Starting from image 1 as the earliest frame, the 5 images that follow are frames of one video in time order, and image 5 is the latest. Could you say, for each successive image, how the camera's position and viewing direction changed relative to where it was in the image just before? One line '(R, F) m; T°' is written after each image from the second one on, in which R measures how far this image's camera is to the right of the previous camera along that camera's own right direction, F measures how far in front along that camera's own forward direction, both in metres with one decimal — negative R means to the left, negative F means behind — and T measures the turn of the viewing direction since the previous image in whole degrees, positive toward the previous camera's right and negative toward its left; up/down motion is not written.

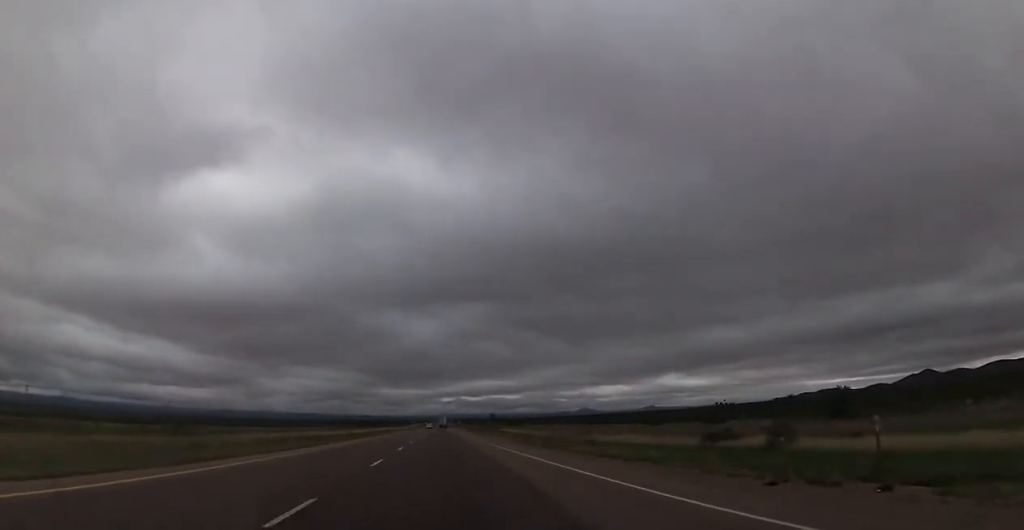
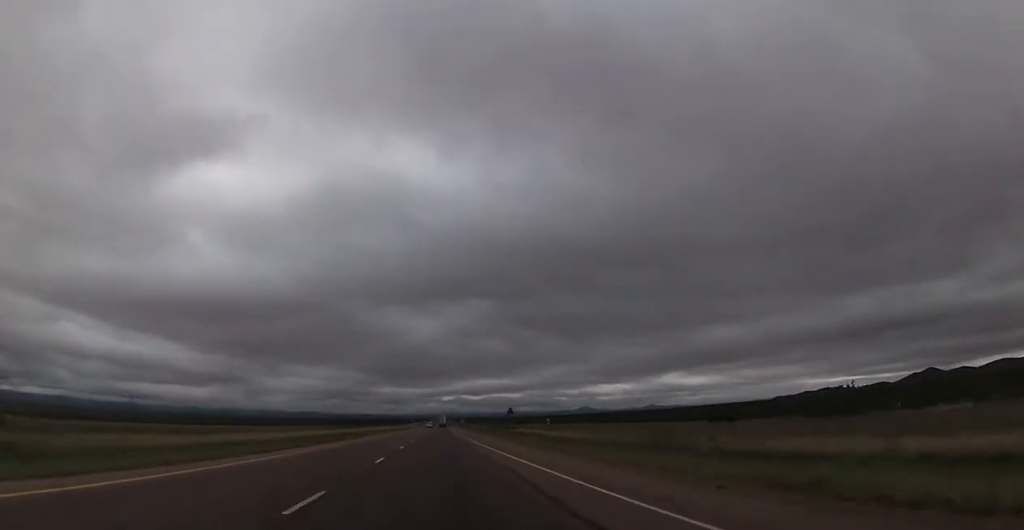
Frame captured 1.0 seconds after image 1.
(+0.5, +35.3) m; +1°
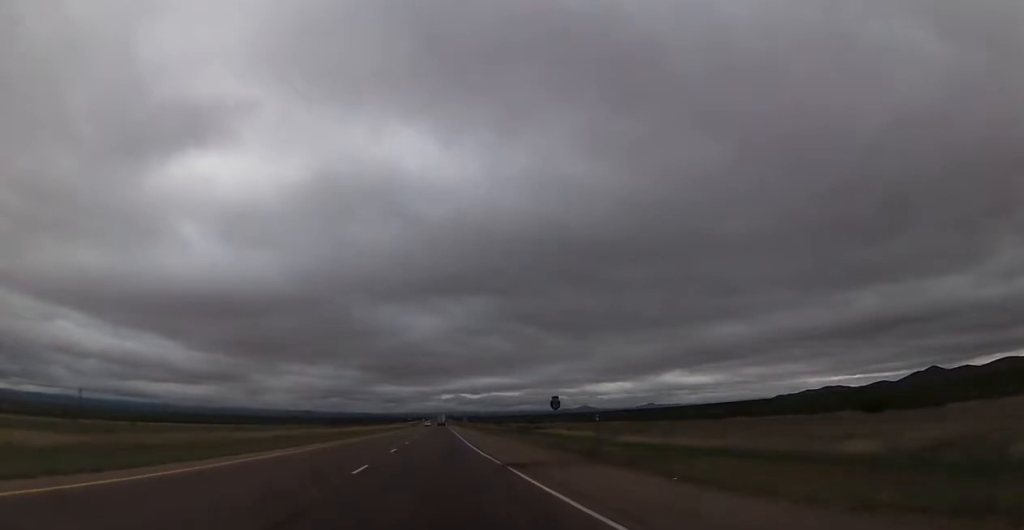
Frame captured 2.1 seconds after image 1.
(0.0, +41.6) m; 0°
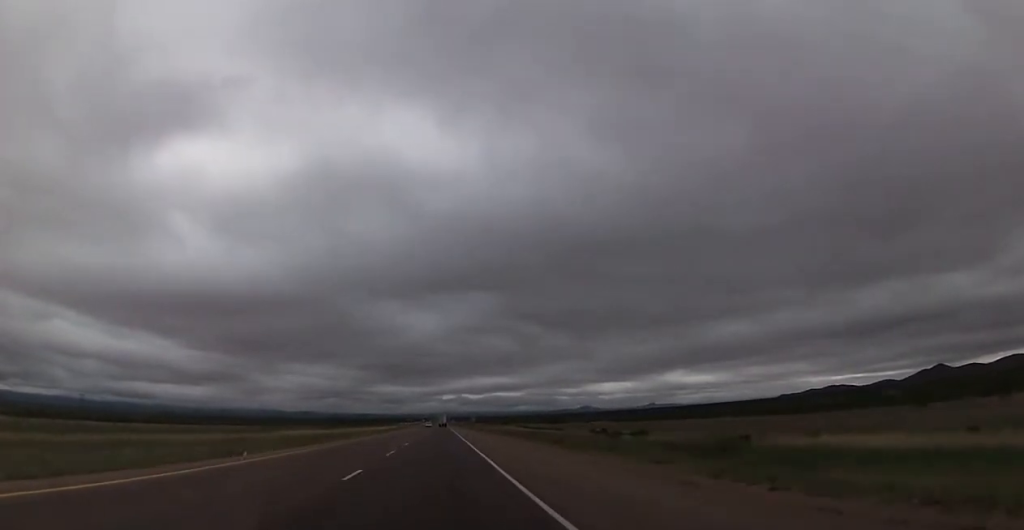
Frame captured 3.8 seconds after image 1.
(0.0, +62.4) m; 0°
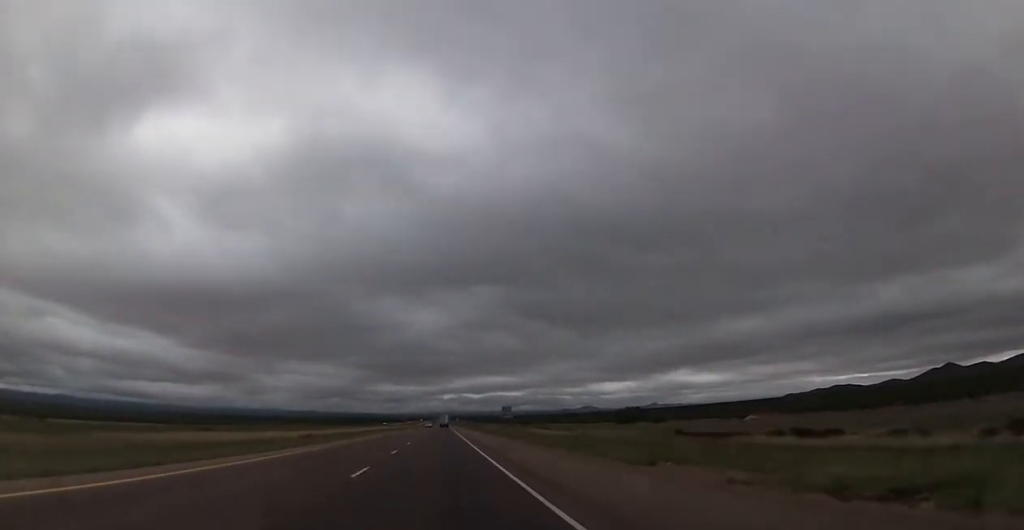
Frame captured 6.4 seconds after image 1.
(0.0, +96.3) m; 0°
